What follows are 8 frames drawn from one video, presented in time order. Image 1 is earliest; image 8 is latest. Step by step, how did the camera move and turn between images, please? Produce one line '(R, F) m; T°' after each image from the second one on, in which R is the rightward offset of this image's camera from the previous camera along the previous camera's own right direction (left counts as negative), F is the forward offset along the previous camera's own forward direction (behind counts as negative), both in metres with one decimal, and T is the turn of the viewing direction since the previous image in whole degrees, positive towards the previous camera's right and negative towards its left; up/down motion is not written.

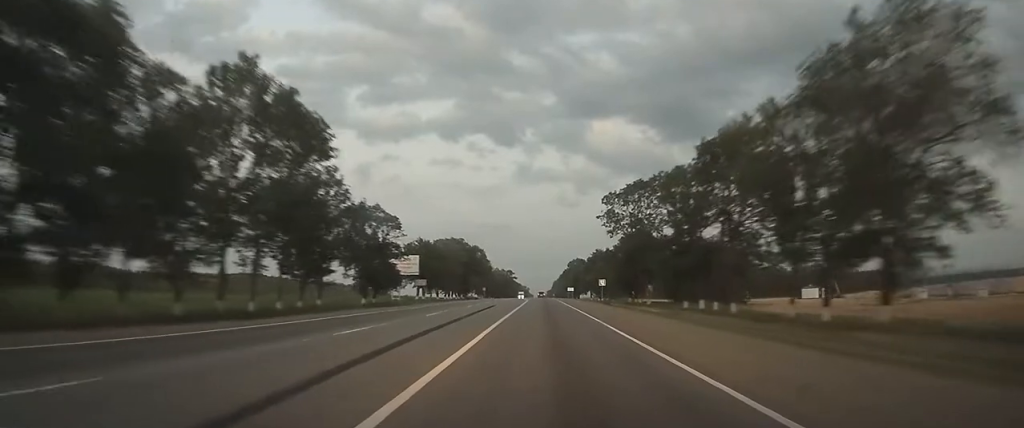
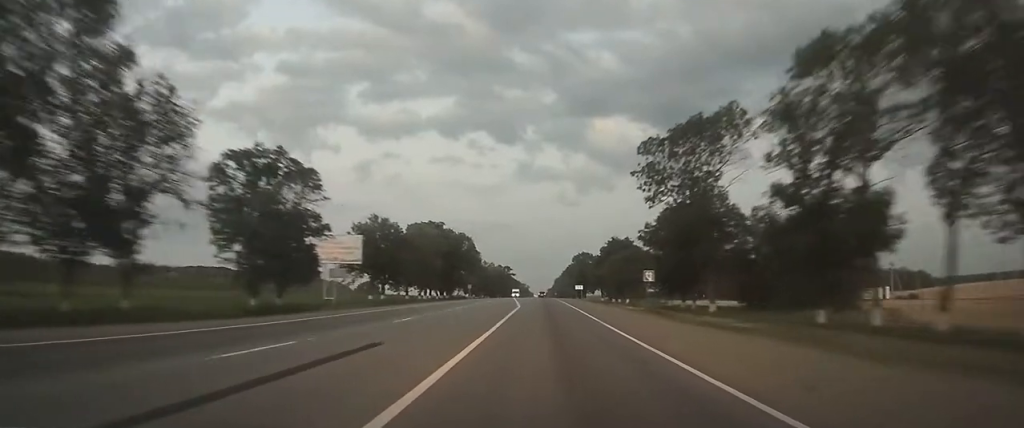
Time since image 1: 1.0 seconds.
(0.0, +29.9) m; 0°
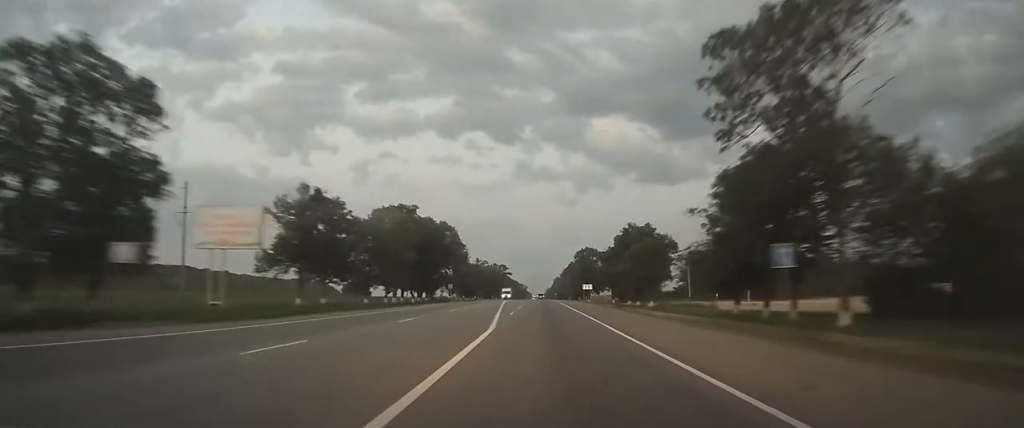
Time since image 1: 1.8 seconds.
(0.0, +23.1) m; 0°
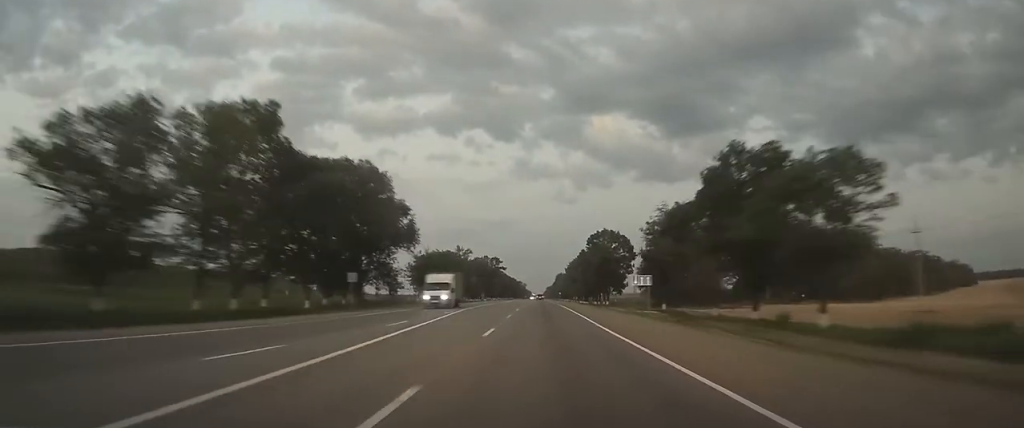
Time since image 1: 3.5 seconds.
(+0.1, +49.2) m; 0°
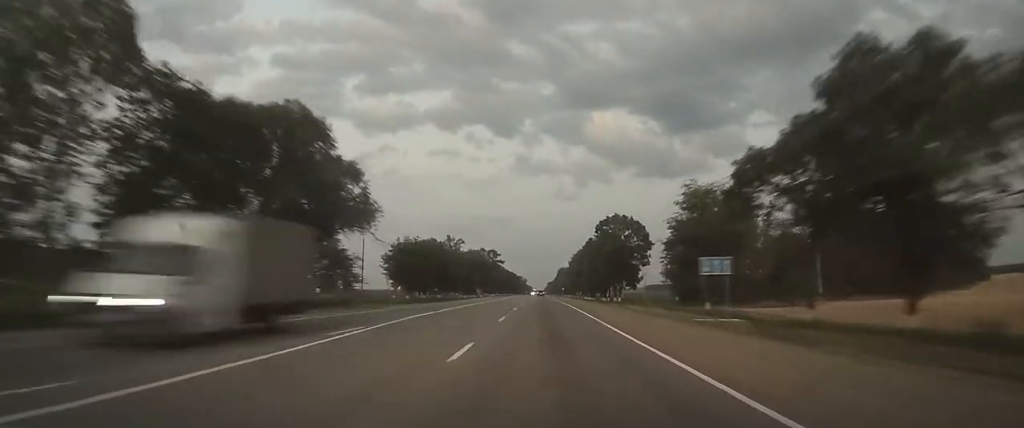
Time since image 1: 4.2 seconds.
(0.0, +18.4) m; 0°
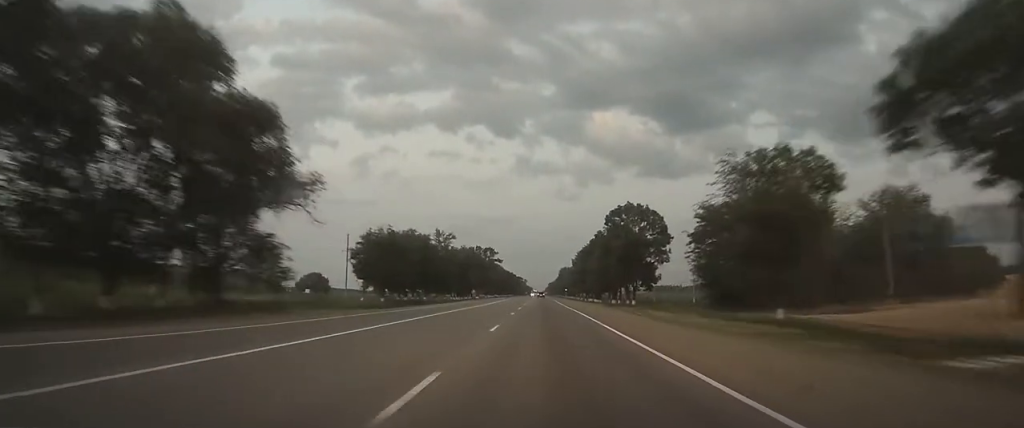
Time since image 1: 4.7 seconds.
(0.0, +16.5) m; 0°
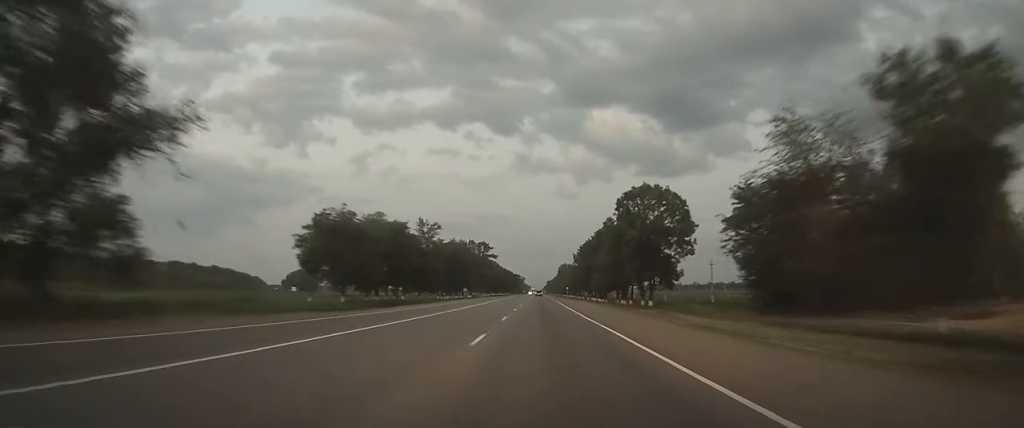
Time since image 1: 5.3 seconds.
(0.0, +16.5) m; 0°
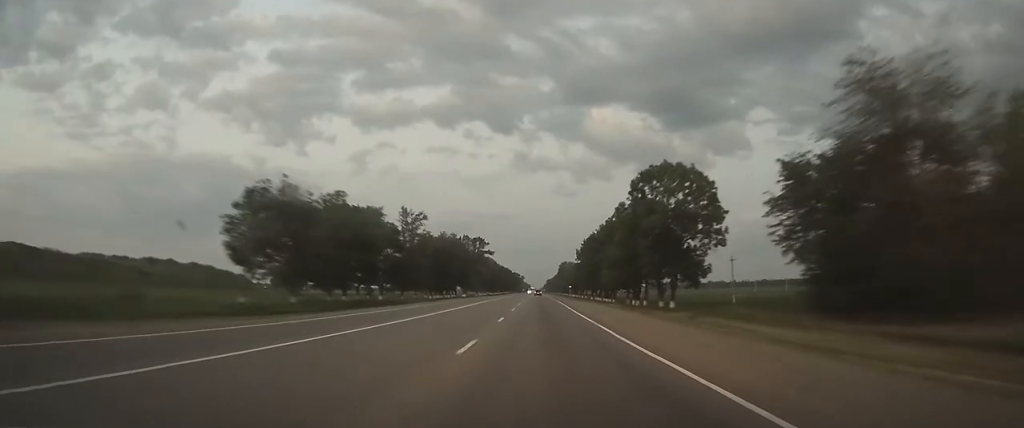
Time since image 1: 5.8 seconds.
(0.0, +13.6) m; 0°
